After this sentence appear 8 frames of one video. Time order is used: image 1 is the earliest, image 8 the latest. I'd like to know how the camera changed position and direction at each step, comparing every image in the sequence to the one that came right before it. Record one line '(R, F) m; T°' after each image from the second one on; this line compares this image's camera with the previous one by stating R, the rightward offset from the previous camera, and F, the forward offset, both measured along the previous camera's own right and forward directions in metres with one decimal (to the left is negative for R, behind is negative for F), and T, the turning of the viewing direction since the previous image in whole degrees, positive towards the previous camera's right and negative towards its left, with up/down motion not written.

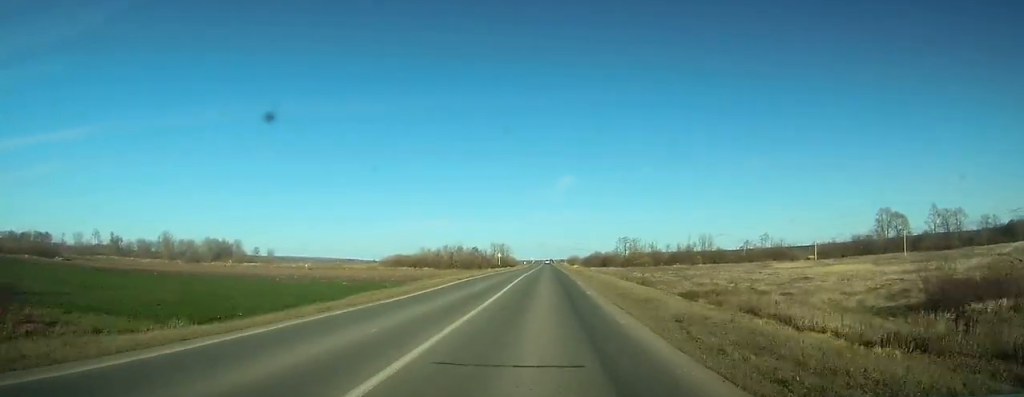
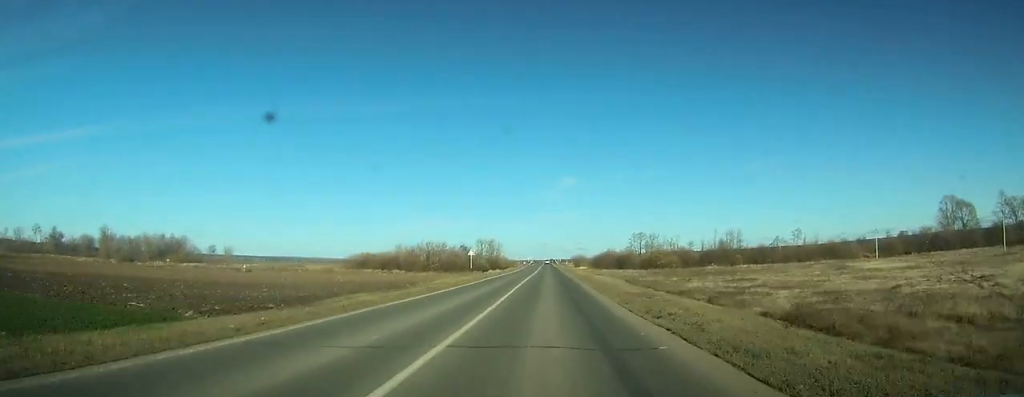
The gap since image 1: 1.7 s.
(0.0, +41.8) m; 0°
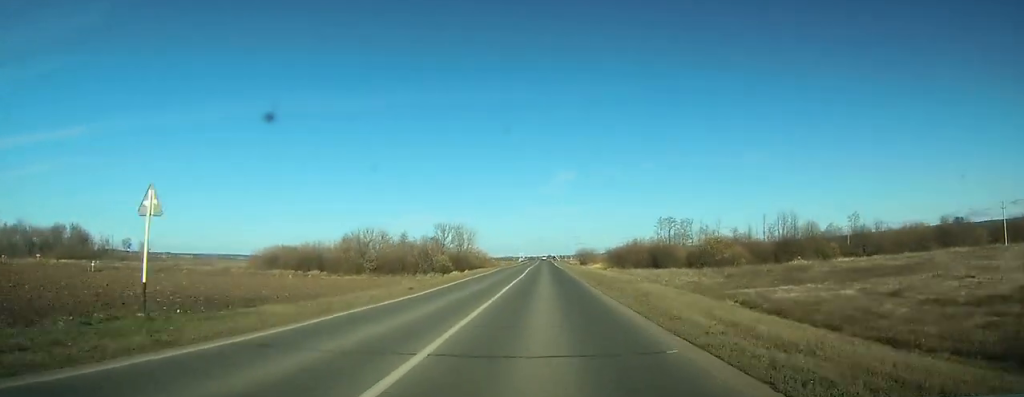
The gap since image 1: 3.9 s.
(+0.1, +55.8) m; 0°
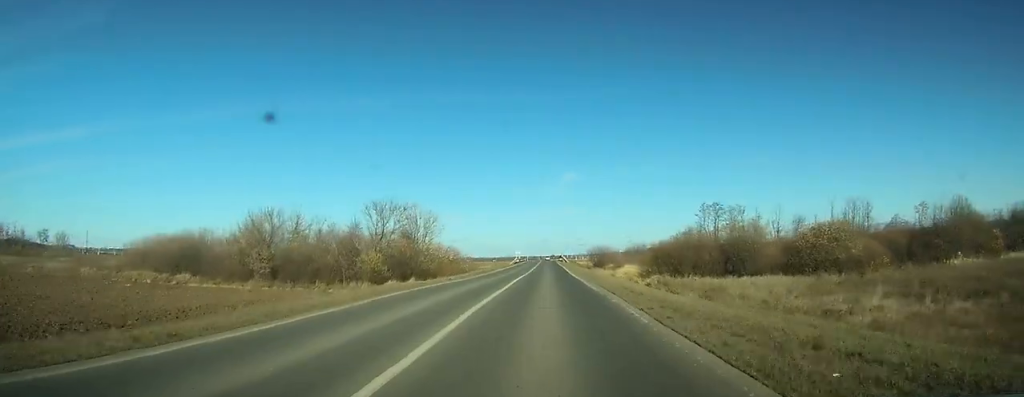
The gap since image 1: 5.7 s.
(-0.1, +41.9) m; 0°
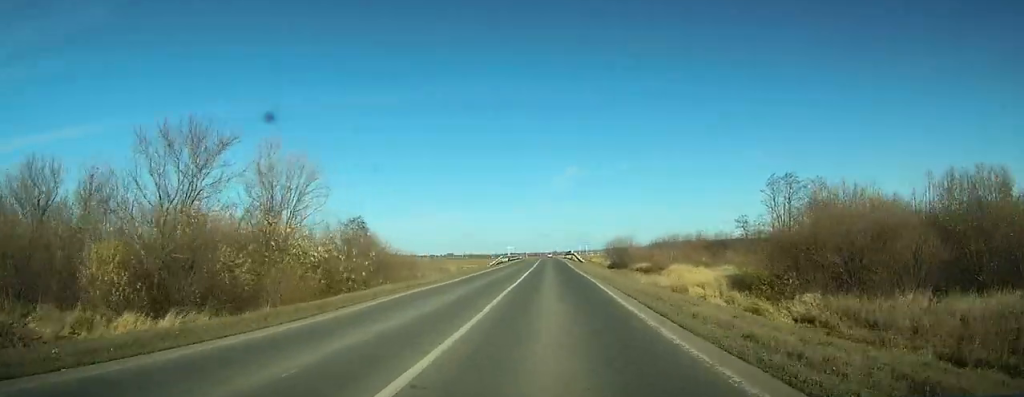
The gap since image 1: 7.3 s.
(0.0, +38.3) m; 0°
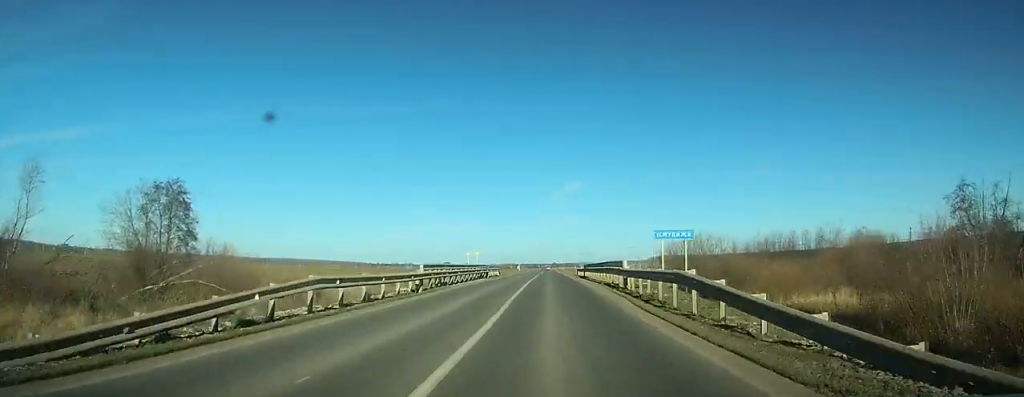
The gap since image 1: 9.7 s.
(0.0, +56.9) m; 0°
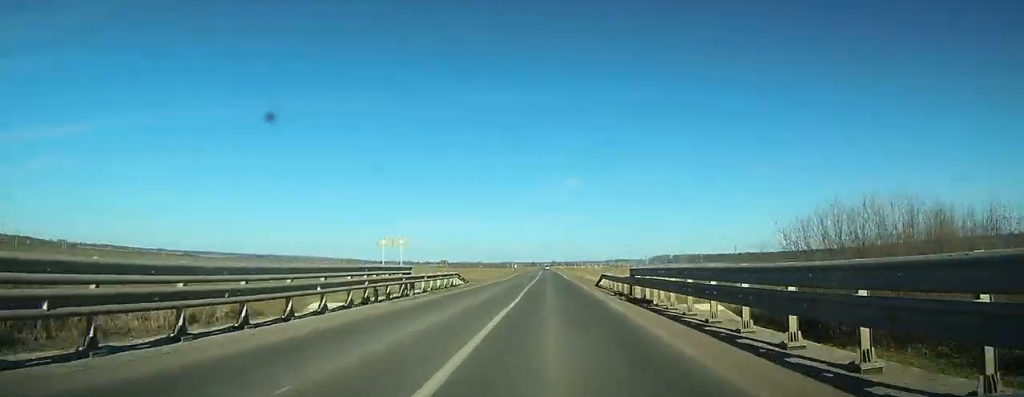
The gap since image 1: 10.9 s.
(-0.1, +29.9) m; 0°
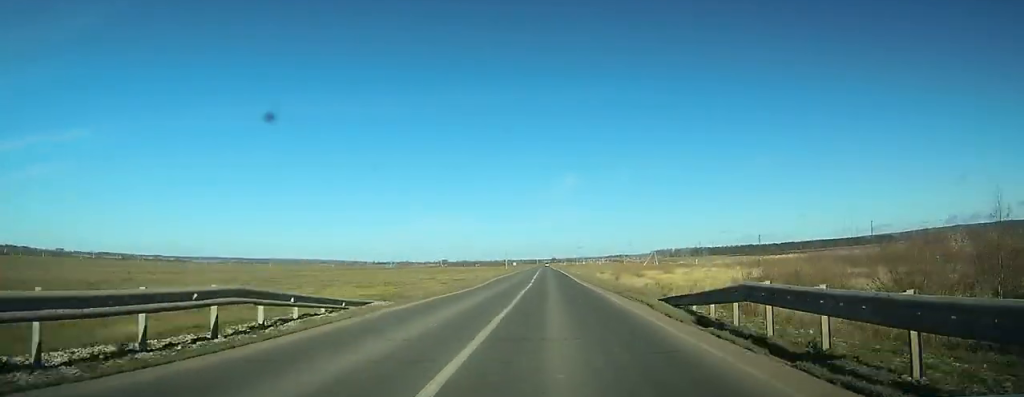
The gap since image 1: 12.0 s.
(0.0, +25.3) m; 0°
